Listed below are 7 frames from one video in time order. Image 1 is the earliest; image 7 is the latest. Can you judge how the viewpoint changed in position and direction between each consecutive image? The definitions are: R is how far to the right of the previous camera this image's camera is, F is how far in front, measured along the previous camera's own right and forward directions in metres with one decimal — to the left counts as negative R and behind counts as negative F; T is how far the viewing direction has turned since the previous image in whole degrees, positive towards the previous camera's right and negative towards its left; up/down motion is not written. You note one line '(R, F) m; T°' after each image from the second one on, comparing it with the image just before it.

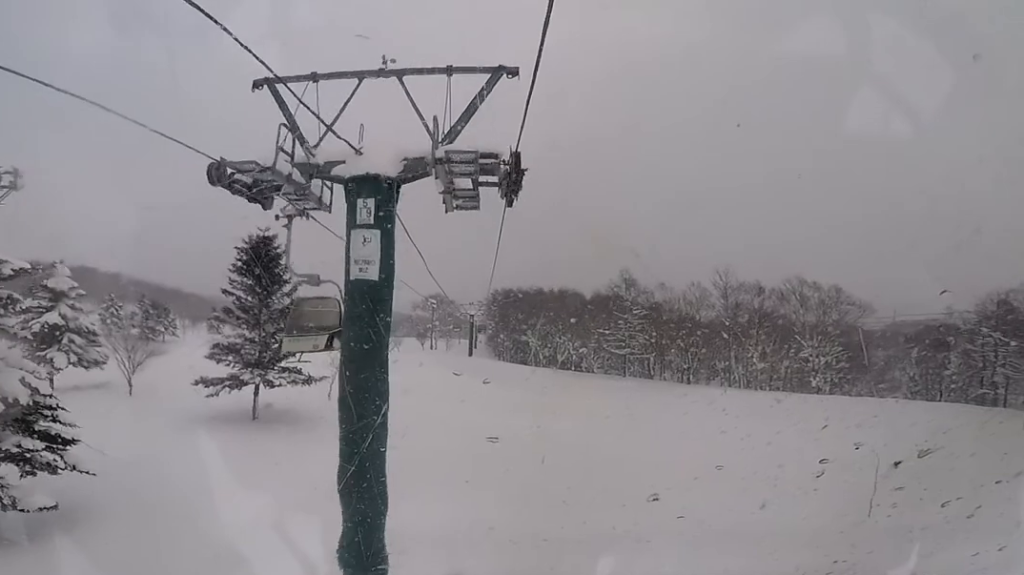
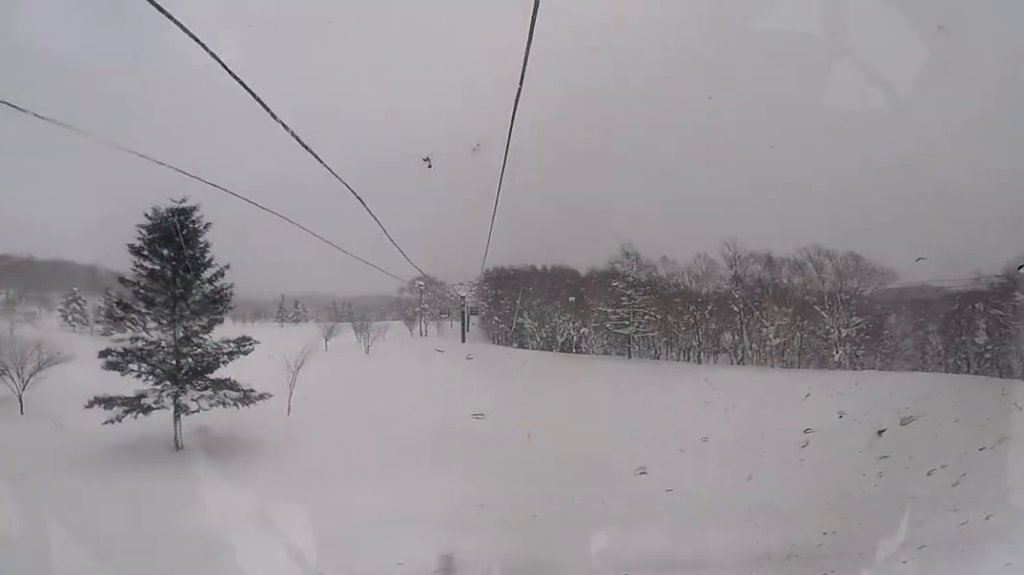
(0.0, +6.4) m; 0°
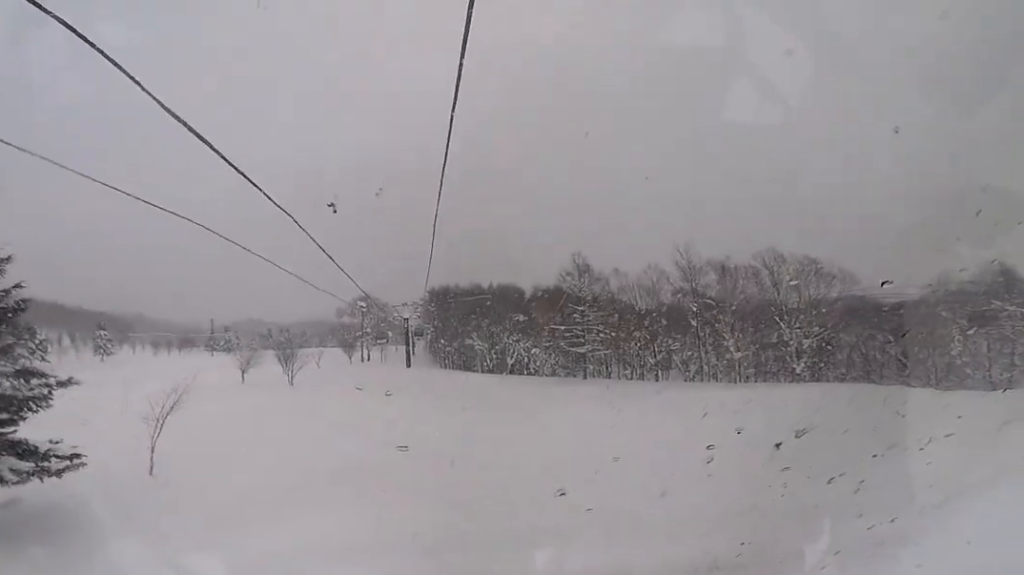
(0.0, +7.0) m; 0°
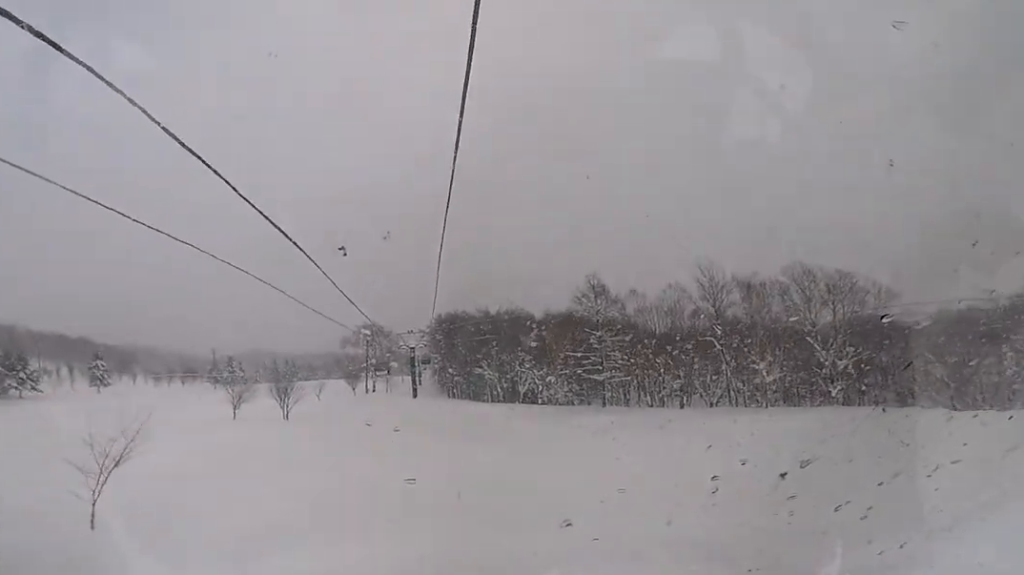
(0.0, +3.9) m; 0°
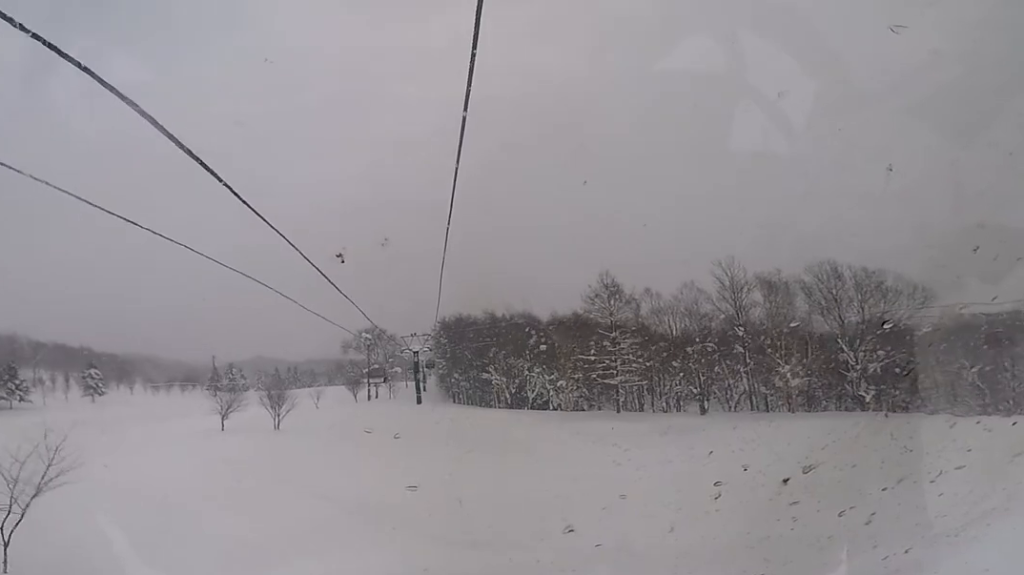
(0.0, +3.4) m; 0°
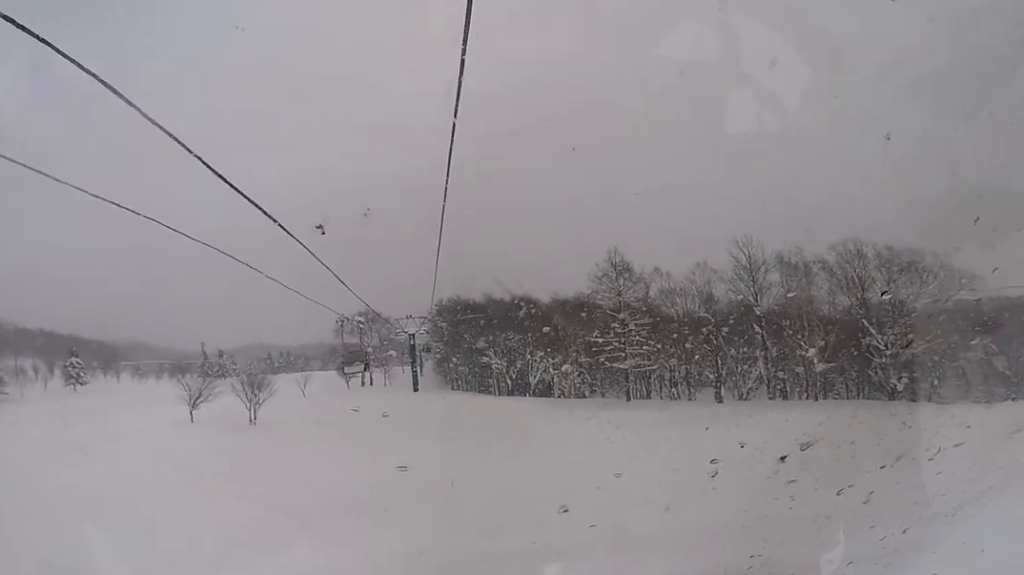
(0.0, +4.3) m; +1°
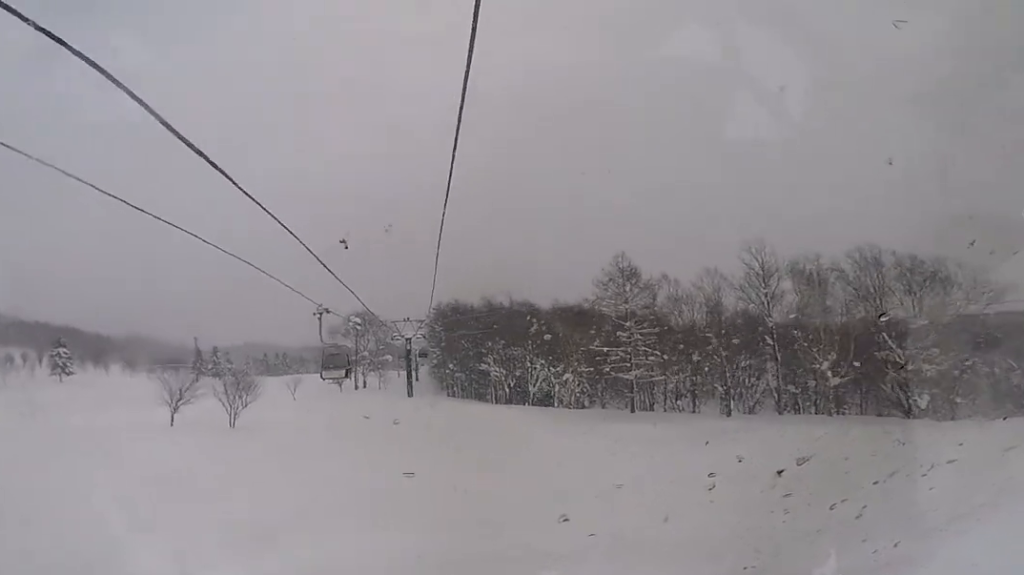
(0.0, +2.4) m; +3°
